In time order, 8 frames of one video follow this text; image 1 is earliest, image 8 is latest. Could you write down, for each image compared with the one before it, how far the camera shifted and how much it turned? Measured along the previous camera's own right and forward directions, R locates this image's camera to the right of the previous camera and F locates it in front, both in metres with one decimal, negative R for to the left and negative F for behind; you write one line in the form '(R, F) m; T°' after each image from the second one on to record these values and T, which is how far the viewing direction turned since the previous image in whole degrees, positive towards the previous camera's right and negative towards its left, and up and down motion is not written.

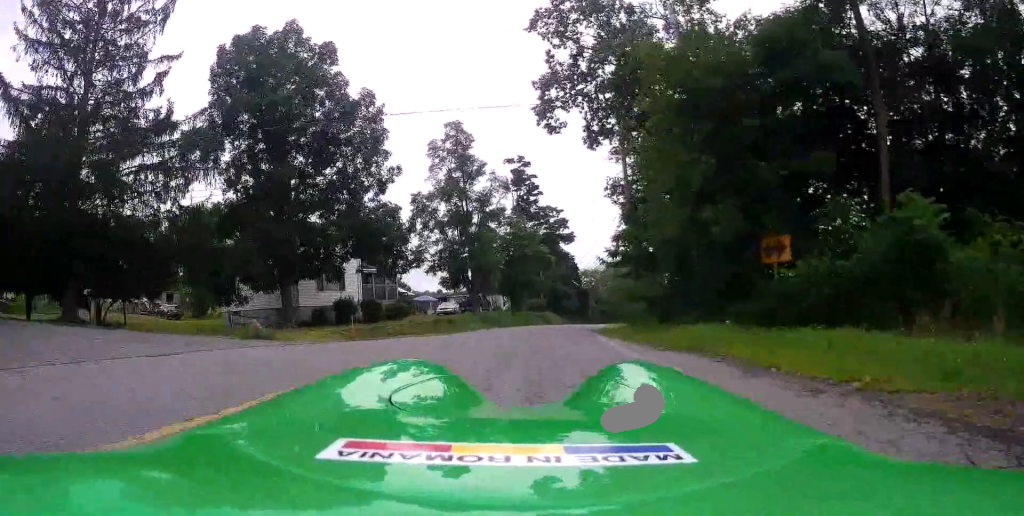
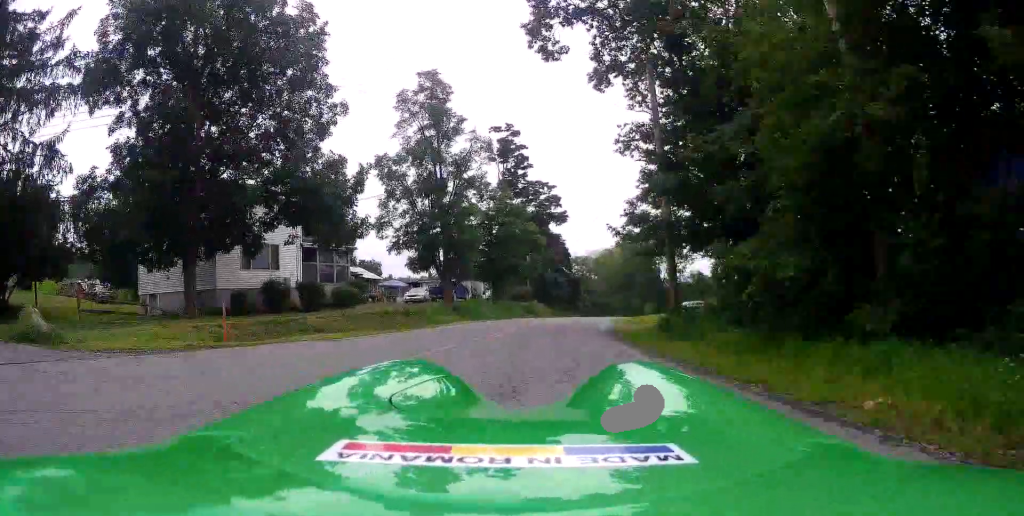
(0.0, +7.3) m; 0°
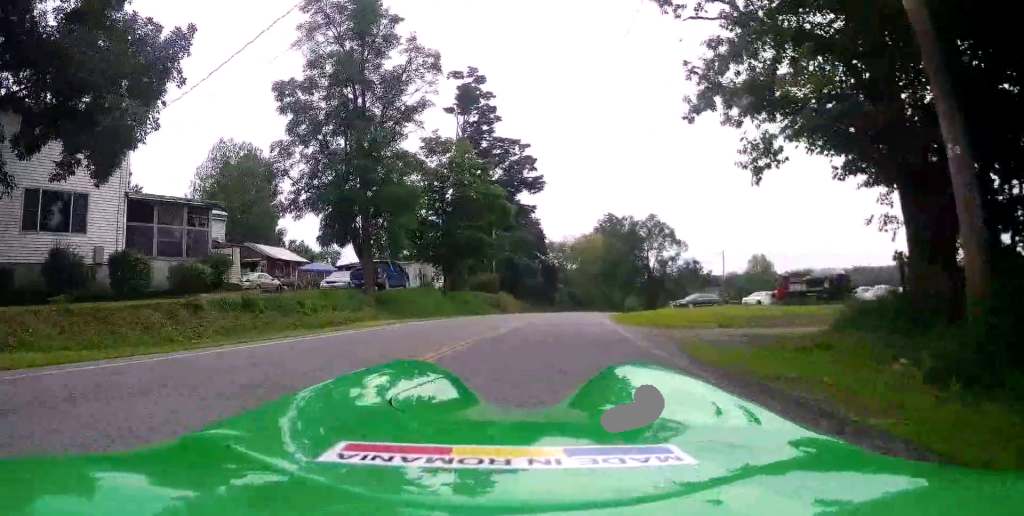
(0.0, +12.3) m; +2°
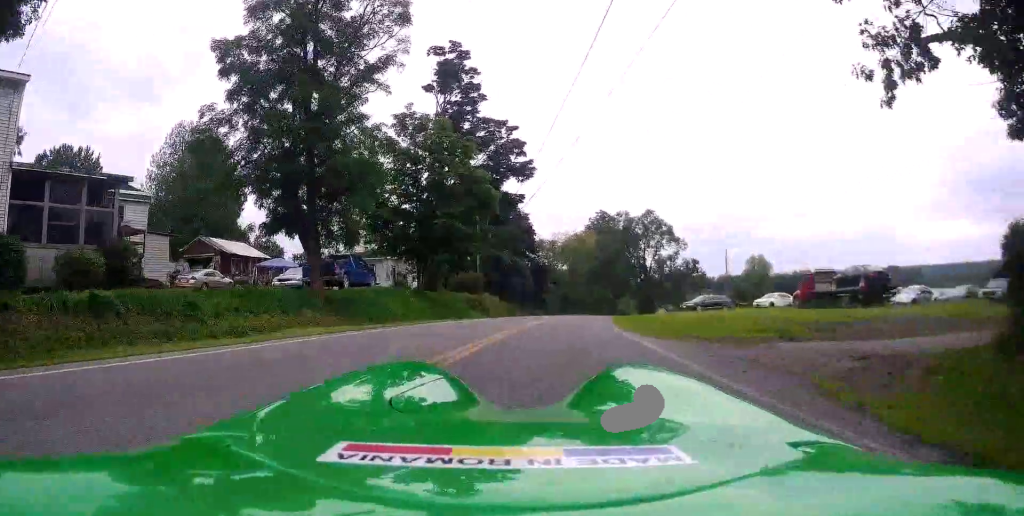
(+0.2, +5.5) m; +1°
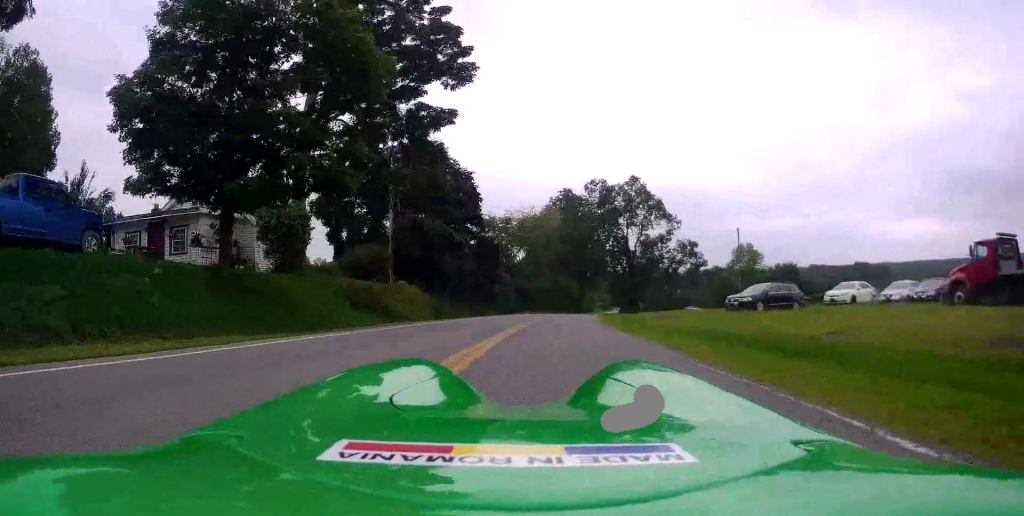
(+1.1, +19.9) m; +7°
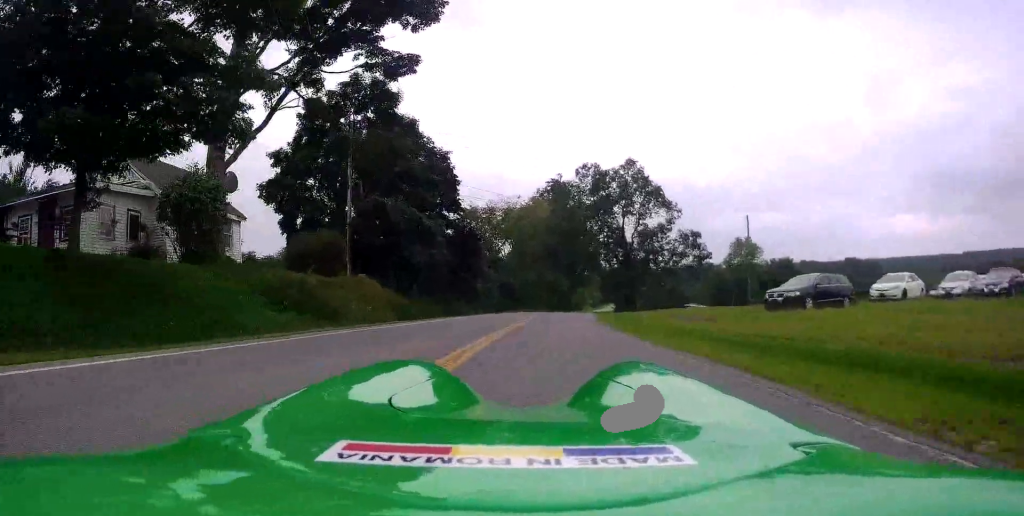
(+0.2, +6.4) m; +2°
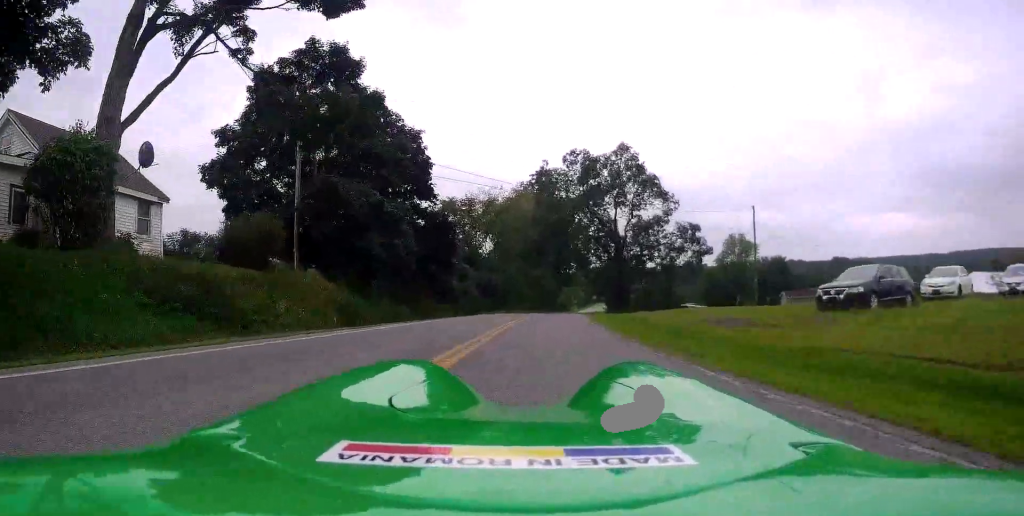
(0.0, +5.2) m; 0°
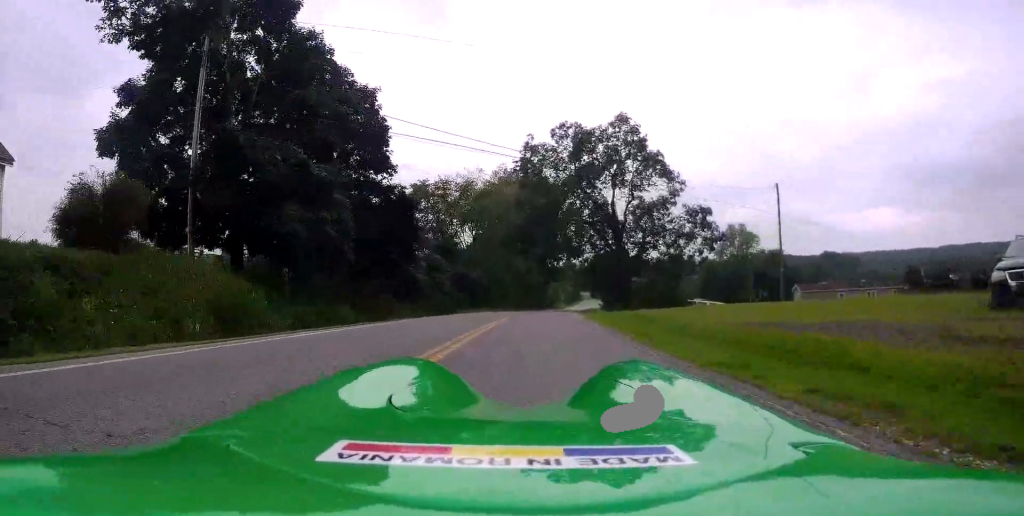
(0.0, +7.5) m; 0°
